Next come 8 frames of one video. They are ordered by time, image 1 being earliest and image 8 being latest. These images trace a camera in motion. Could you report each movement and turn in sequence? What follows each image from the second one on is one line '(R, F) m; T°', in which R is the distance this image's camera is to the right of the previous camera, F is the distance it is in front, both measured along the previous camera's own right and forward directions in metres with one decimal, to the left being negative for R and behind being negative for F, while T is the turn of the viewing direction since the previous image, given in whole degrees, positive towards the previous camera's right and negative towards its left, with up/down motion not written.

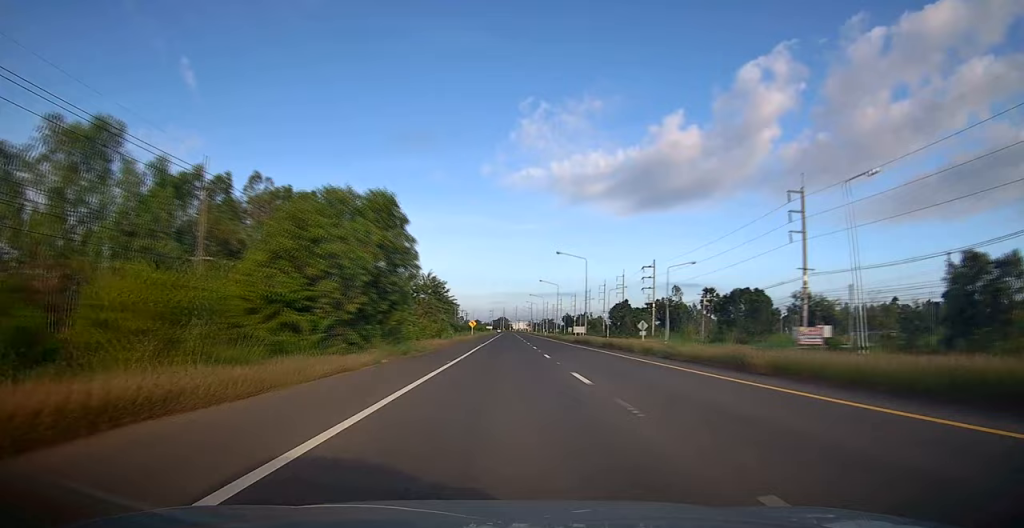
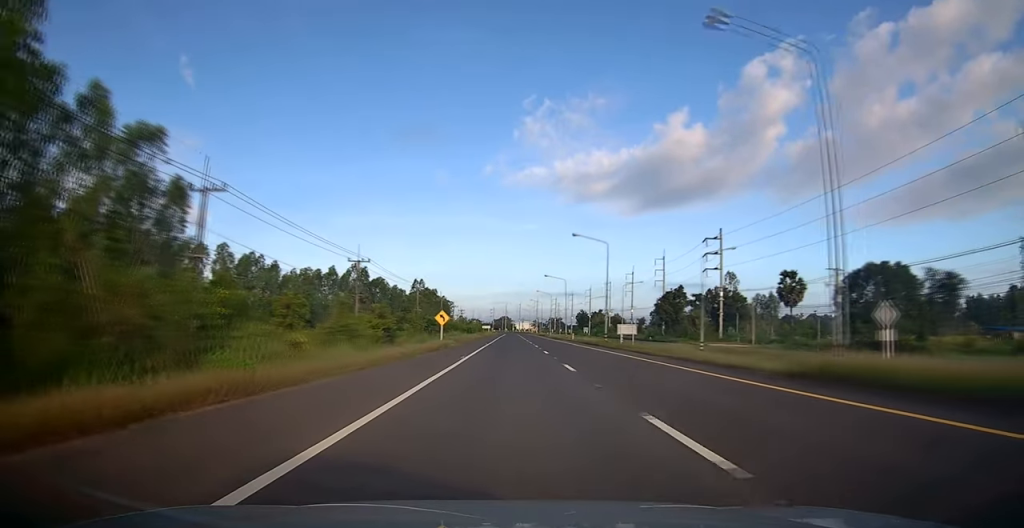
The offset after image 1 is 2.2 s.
(0.0, +44.4) m; 0°
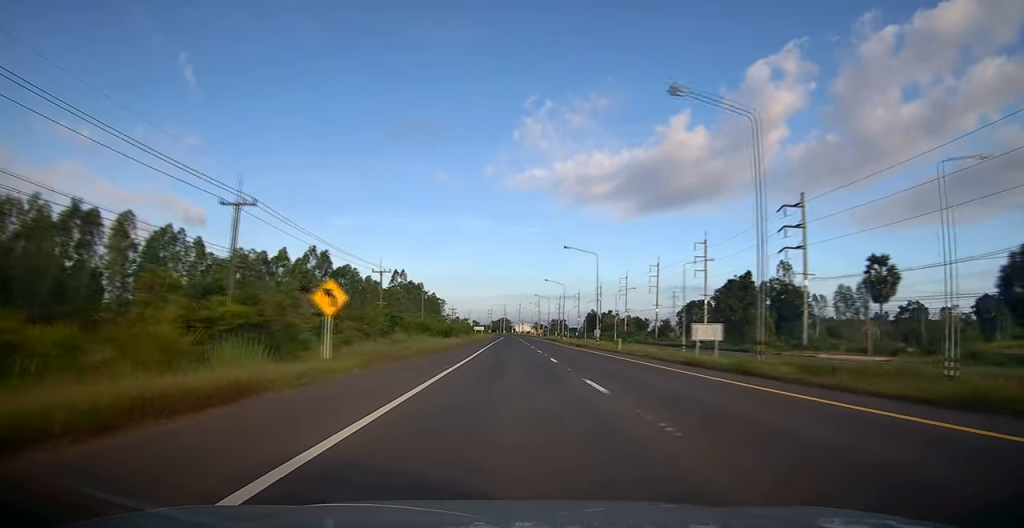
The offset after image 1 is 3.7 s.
(+0.4, +29.7) m; +1°
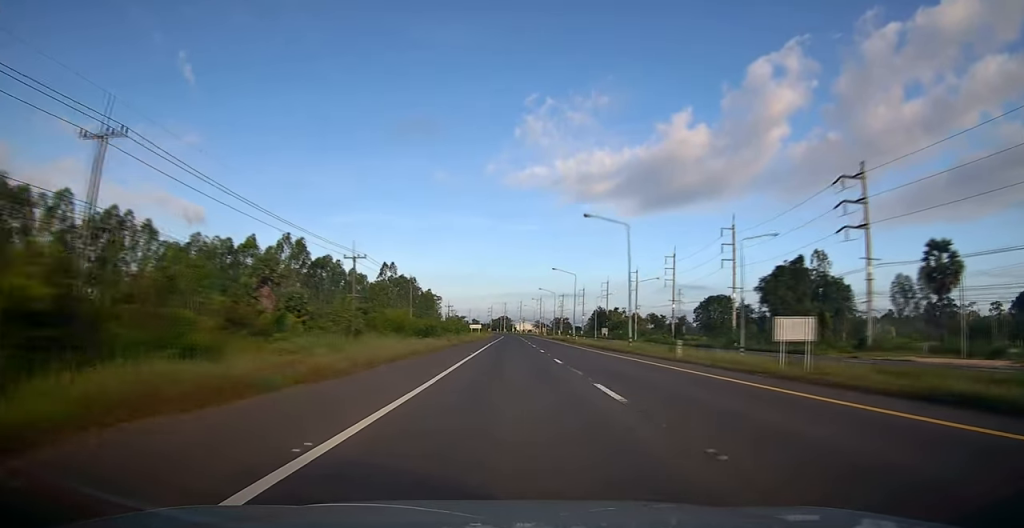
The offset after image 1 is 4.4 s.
(-0.1, +13.5) m; 0°
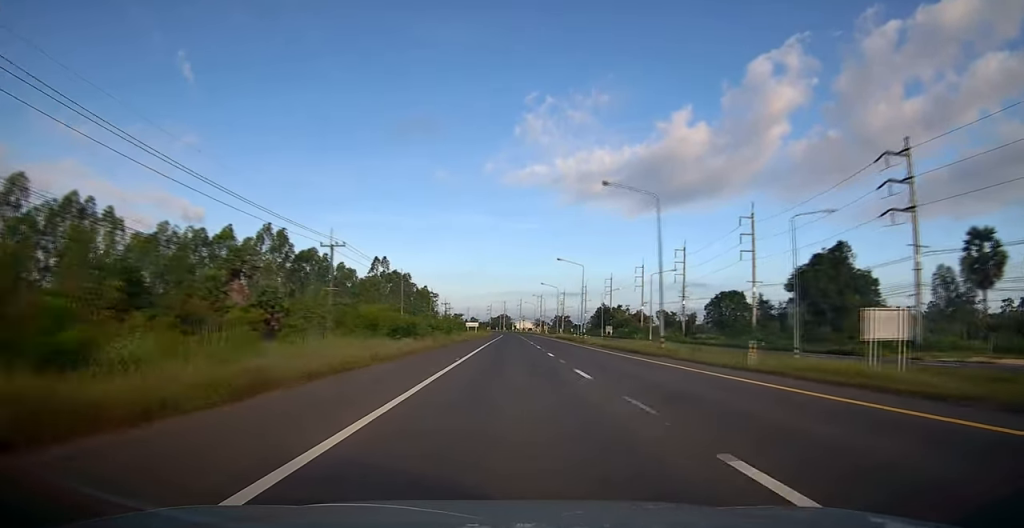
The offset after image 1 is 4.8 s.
(0.0, +8.0) m; 0°
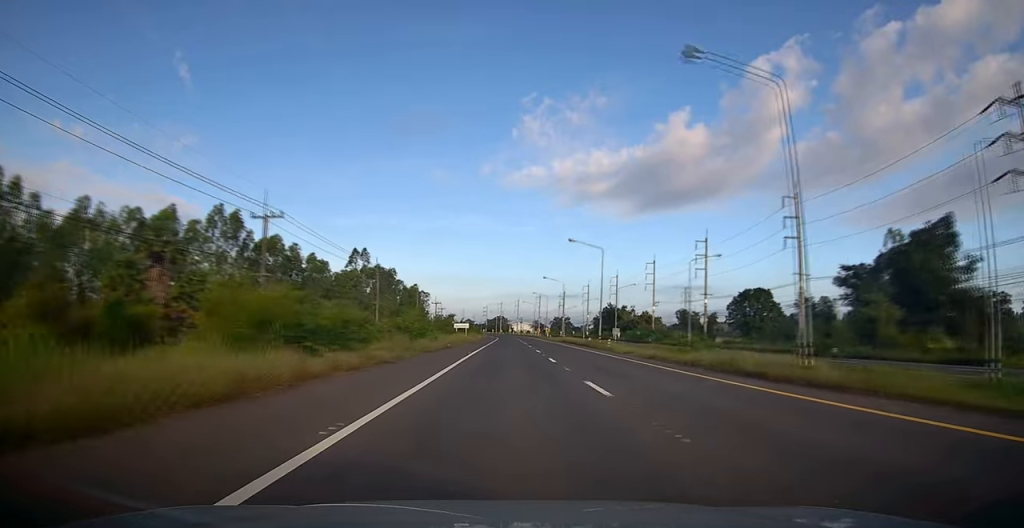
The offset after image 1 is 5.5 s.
(+0.2, +15.2) m; -1°
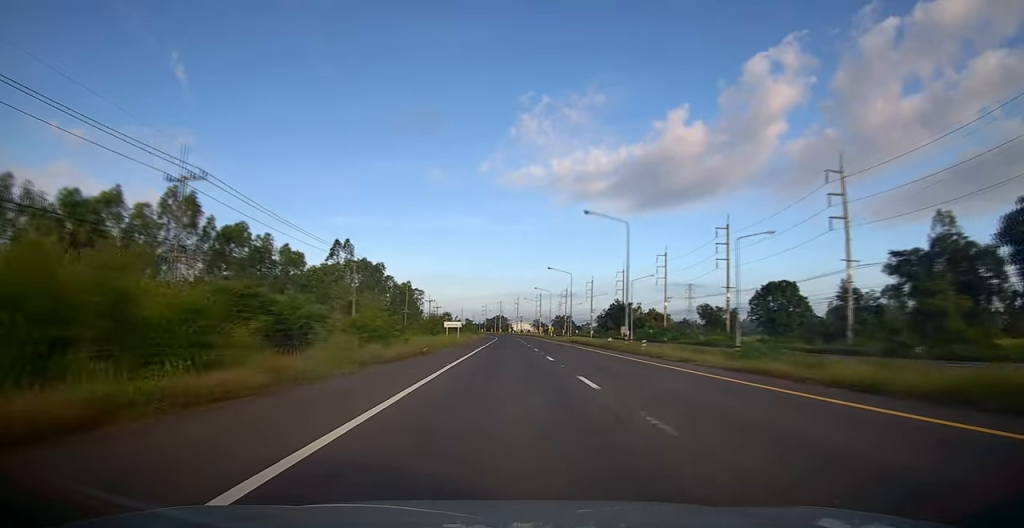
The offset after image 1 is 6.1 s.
(-0.2, +11.2) m; 0°
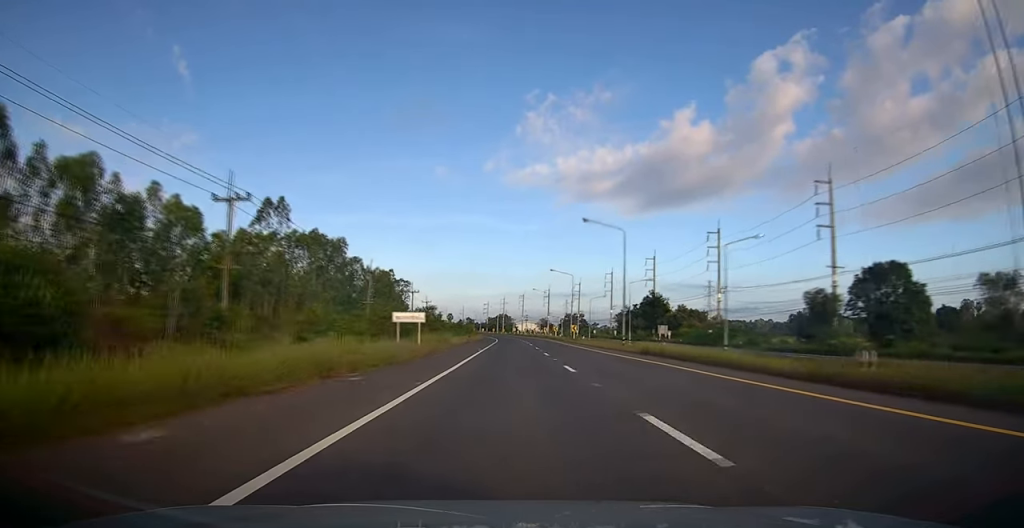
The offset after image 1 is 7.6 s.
(+0.3, +31.2) m; +1°
